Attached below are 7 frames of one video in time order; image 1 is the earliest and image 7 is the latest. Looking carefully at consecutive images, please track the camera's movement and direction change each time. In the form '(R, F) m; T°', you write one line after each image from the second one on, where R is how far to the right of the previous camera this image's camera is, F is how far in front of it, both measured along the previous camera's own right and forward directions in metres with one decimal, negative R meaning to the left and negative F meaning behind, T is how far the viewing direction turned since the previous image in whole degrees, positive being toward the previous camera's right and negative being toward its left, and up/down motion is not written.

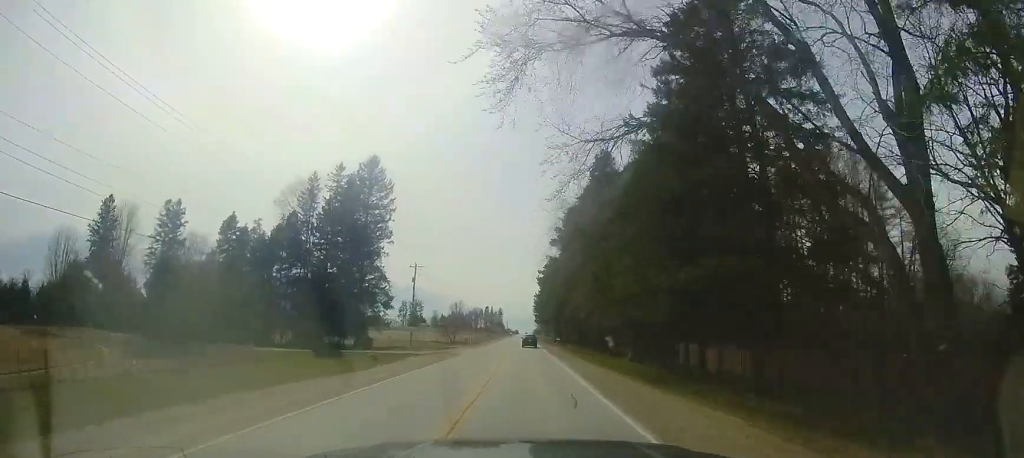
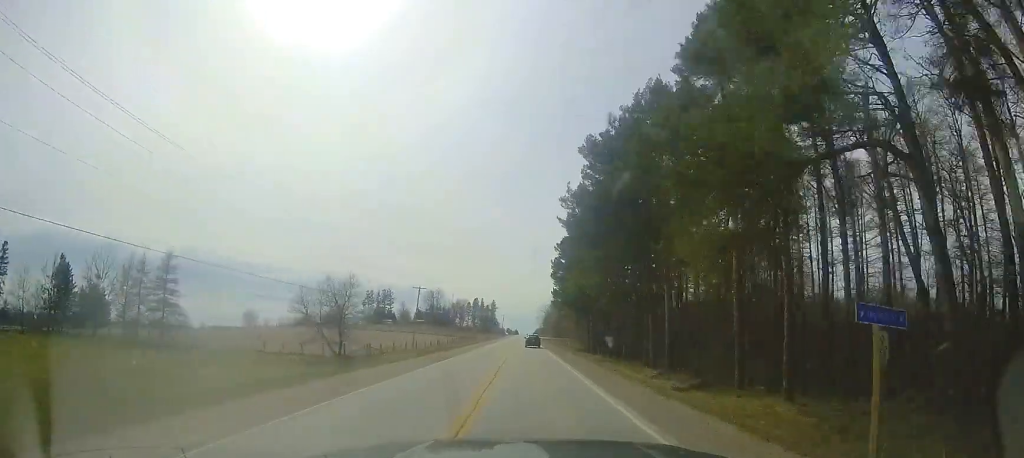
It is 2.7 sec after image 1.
(+0.4, +67.3) m; +1°
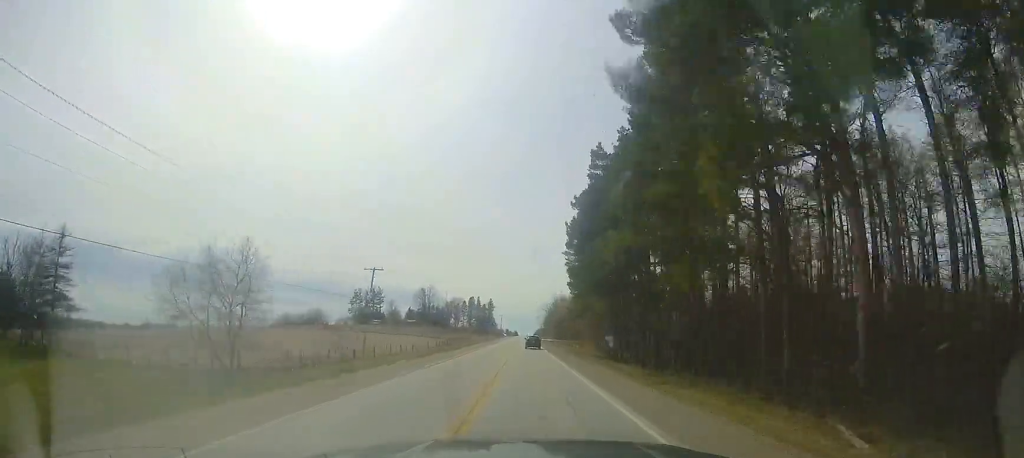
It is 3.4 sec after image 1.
(+0.1, +16.4) m; -1°
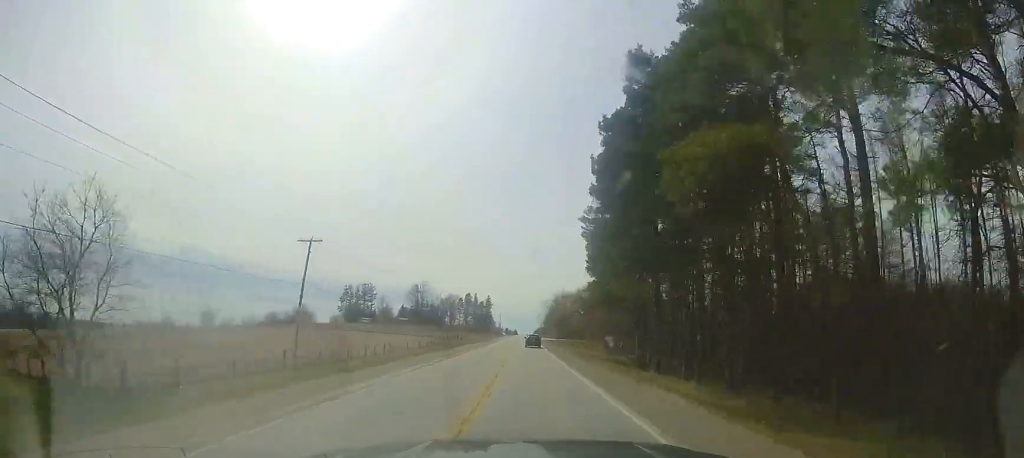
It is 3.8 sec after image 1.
(-0.1, +11.4) m; 0°
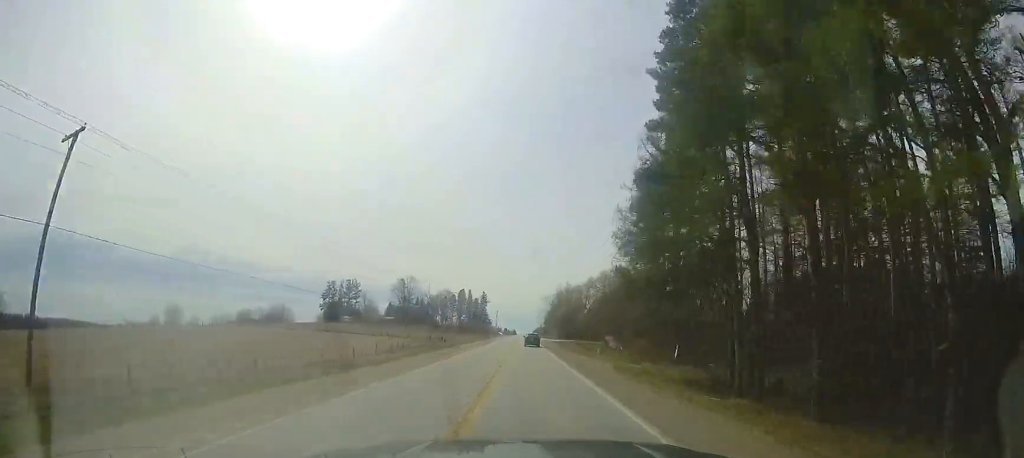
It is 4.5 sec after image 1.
(-0.4, +17.1) m; 0°
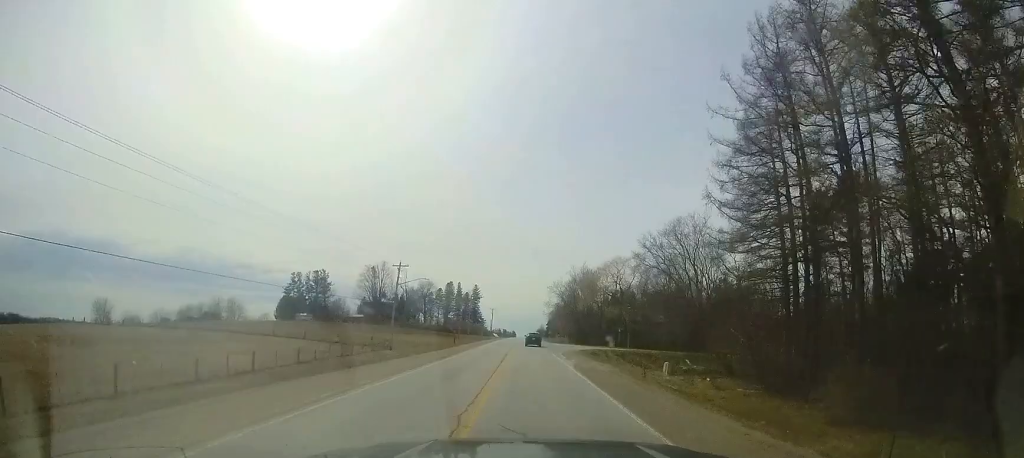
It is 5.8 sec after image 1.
(+0.7, +30.0) m; +1°
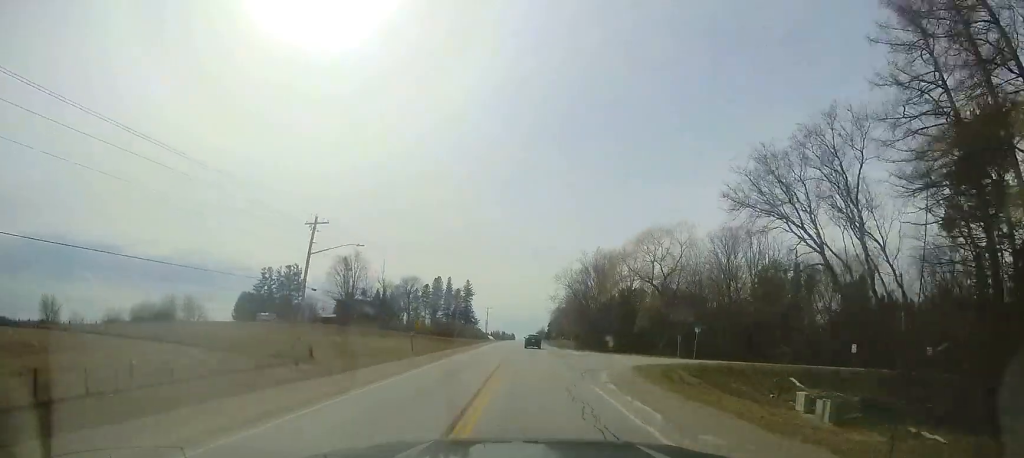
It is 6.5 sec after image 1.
(0.0, +18.6) m; 0°
